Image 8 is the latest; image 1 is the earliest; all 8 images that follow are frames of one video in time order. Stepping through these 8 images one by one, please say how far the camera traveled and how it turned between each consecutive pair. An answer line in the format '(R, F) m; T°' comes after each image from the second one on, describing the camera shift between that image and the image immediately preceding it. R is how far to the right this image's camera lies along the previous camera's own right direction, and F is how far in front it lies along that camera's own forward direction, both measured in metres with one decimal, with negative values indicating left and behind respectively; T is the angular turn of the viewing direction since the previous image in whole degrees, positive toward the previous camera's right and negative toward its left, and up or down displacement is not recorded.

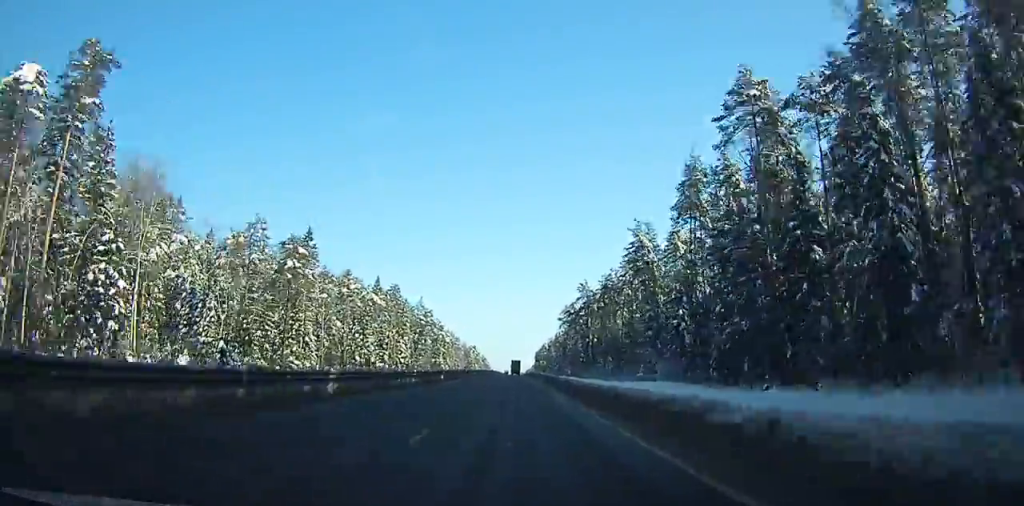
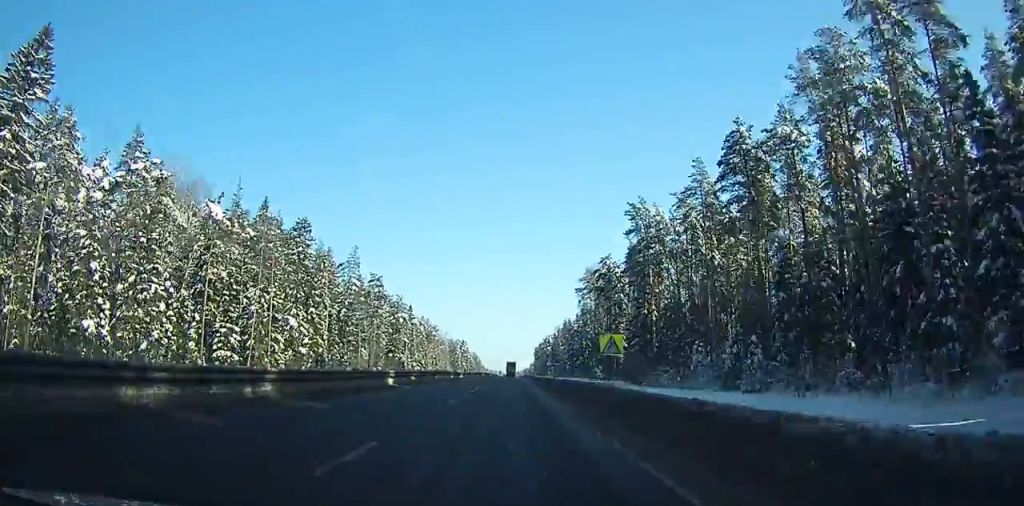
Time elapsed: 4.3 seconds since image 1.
(-0.4, +82.8) m; -2°
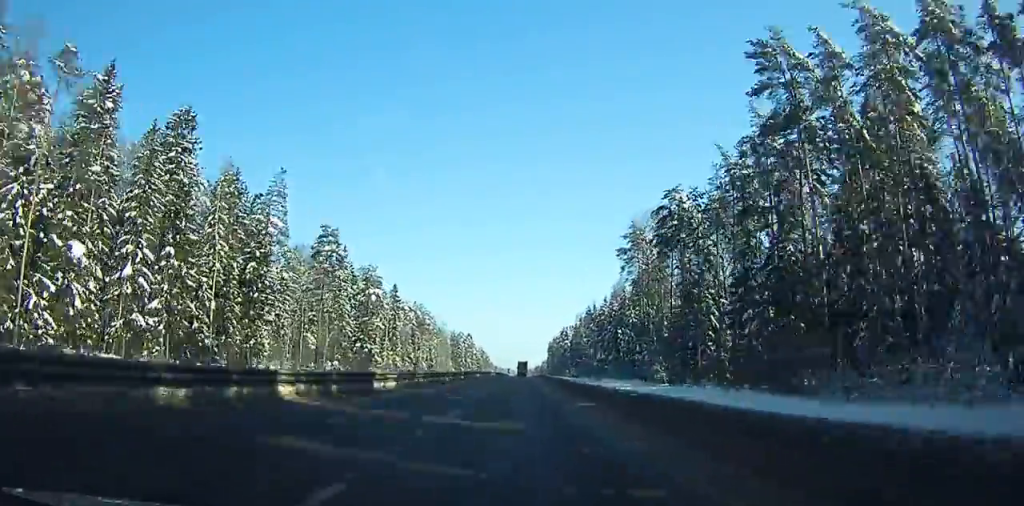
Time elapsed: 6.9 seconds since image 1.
(-0.3, +49.4) m; +1°
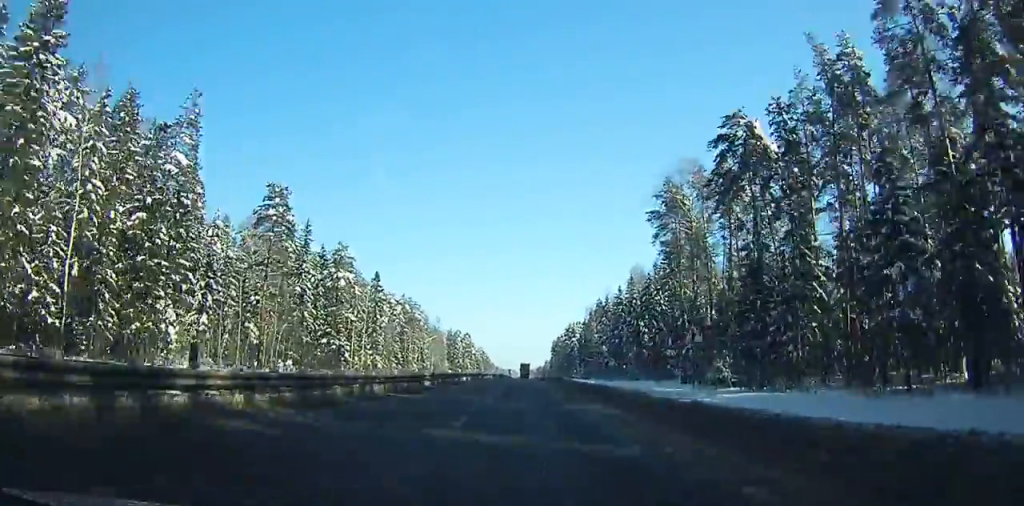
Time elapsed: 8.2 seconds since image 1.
(+0.2, +25.1) m; 0°
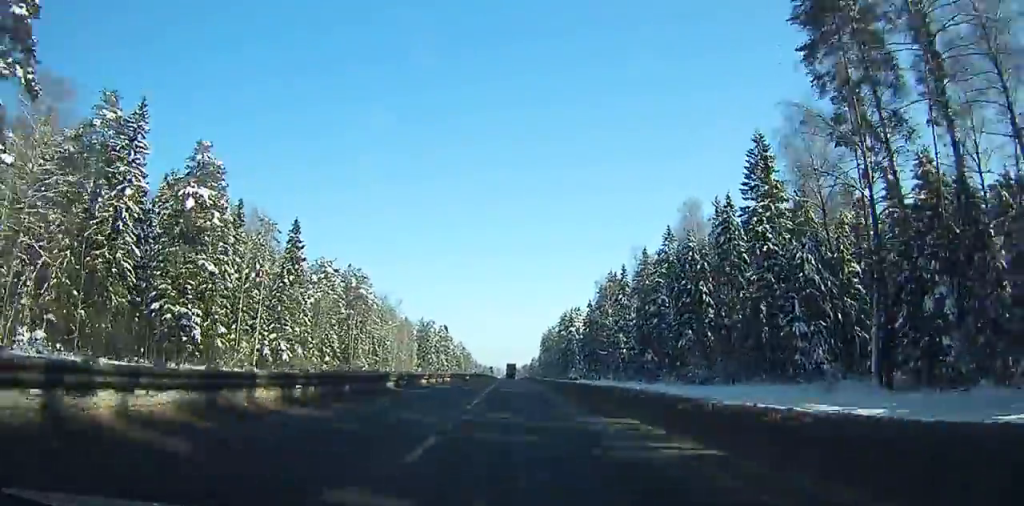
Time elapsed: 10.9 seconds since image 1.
(+1.0, +53.2) m; -1°
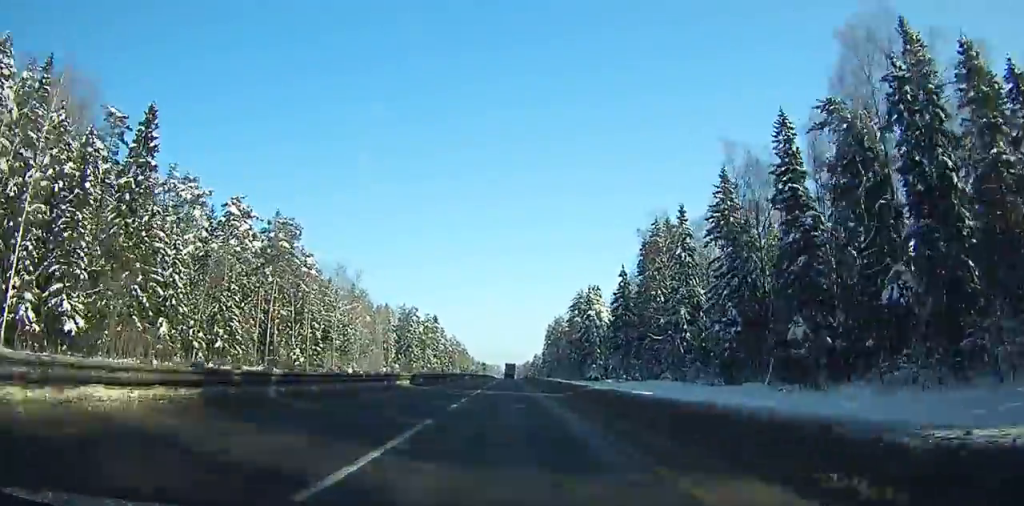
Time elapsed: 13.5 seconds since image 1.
(-2.9, +51.4) m; +2°
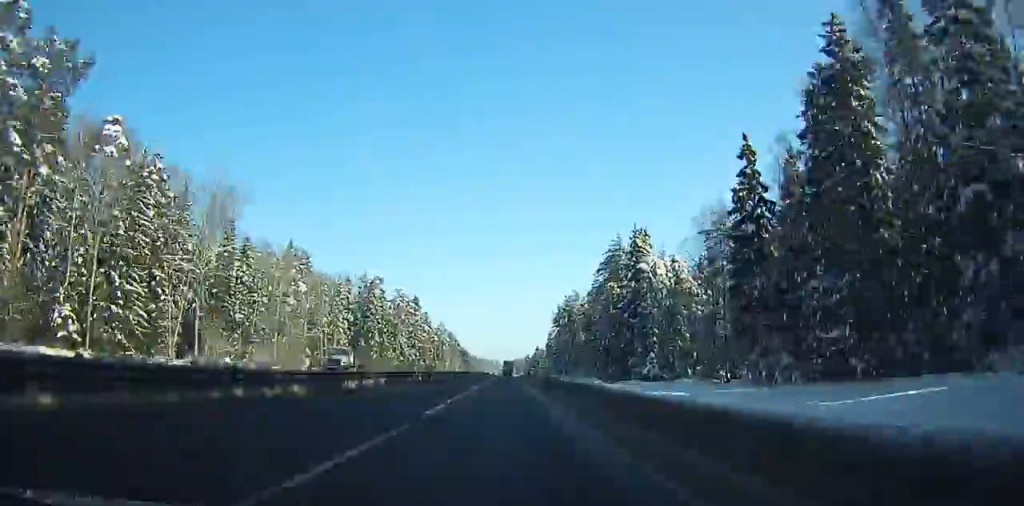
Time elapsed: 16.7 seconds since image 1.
(+5.2, +63.1) m; +2°
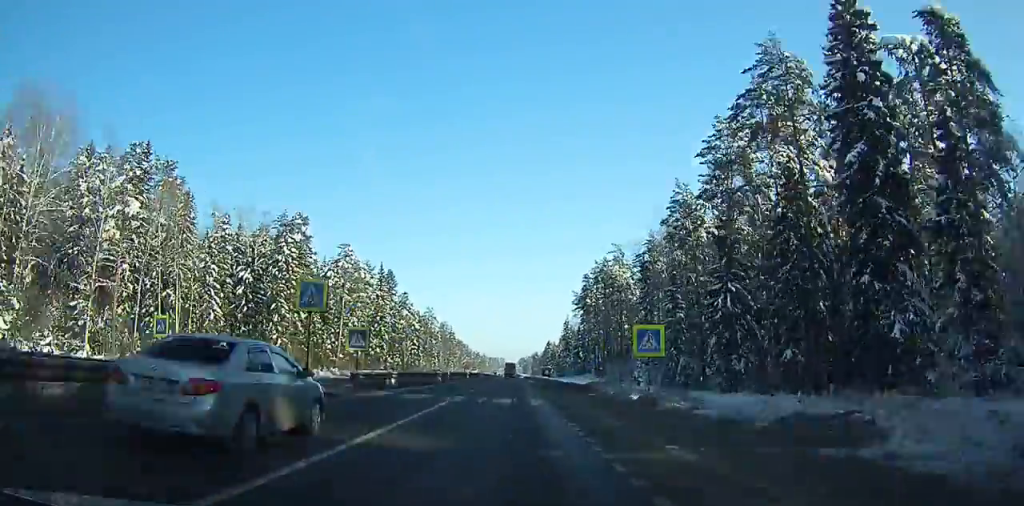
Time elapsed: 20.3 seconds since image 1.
(-3.0, +71.8) m; -2°
